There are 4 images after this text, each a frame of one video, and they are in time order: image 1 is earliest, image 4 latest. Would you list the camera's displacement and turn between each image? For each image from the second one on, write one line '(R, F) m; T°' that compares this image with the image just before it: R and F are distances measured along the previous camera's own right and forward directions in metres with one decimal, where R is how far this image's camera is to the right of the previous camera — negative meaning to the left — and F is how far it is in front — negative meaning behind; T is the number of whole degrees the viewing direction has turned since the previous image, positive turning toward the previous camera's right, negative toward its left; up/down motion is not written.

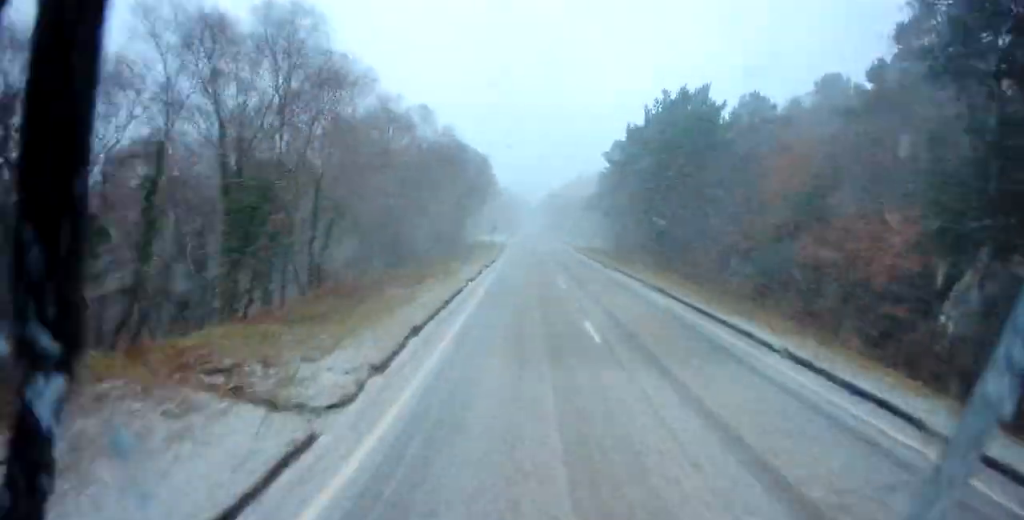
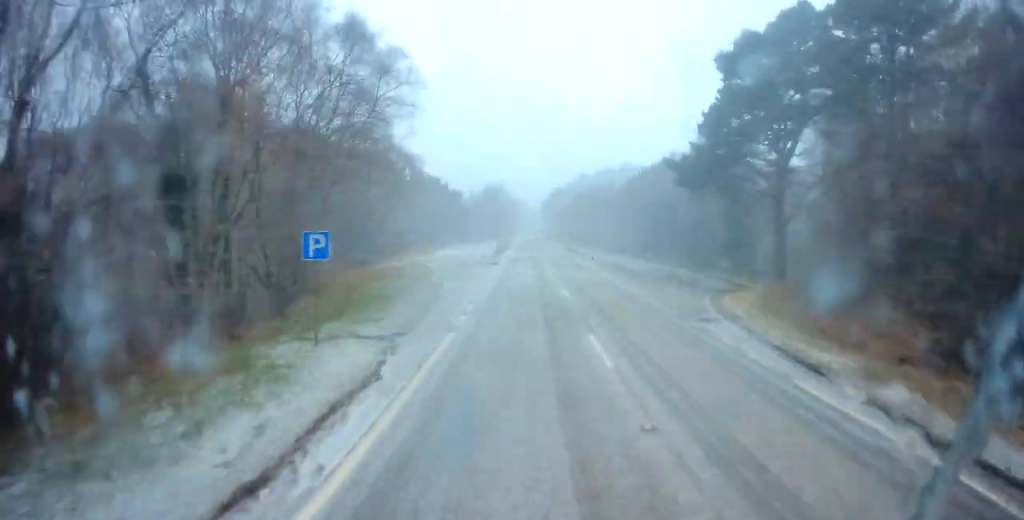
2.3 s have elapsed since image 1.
(-0.3, +48.2) m; 0°
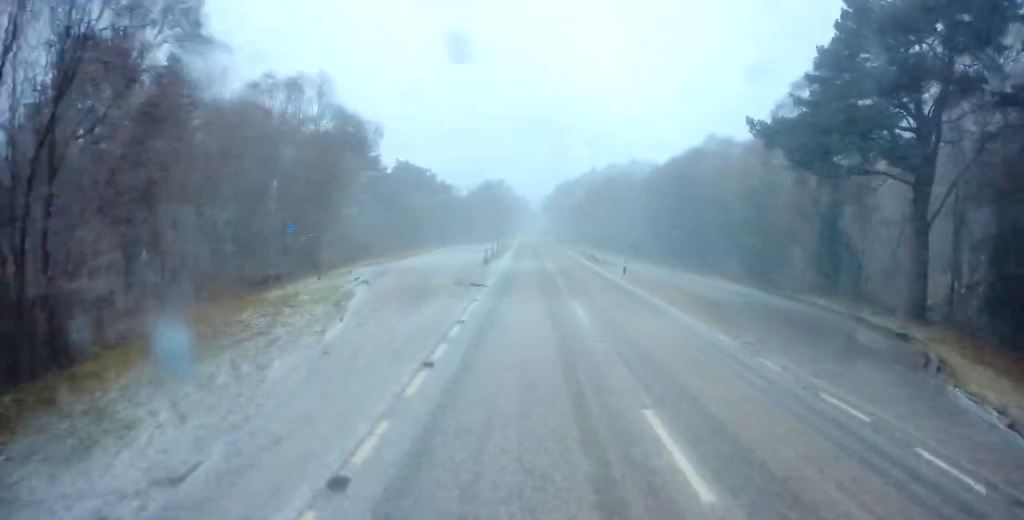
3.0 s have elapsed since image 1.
(0.0, +14.7) m; 0°
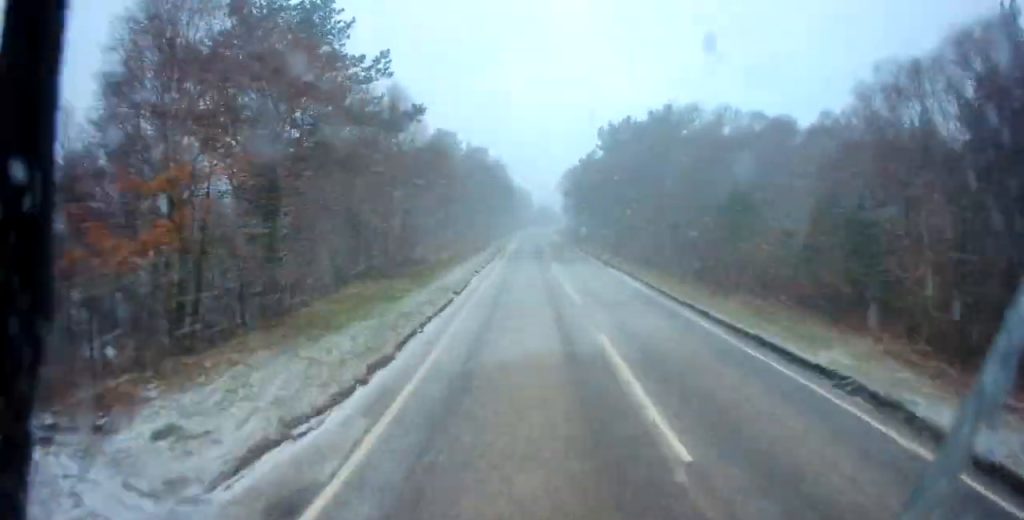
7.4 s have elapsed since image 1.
(-1.7, +93.0) m; -1°
